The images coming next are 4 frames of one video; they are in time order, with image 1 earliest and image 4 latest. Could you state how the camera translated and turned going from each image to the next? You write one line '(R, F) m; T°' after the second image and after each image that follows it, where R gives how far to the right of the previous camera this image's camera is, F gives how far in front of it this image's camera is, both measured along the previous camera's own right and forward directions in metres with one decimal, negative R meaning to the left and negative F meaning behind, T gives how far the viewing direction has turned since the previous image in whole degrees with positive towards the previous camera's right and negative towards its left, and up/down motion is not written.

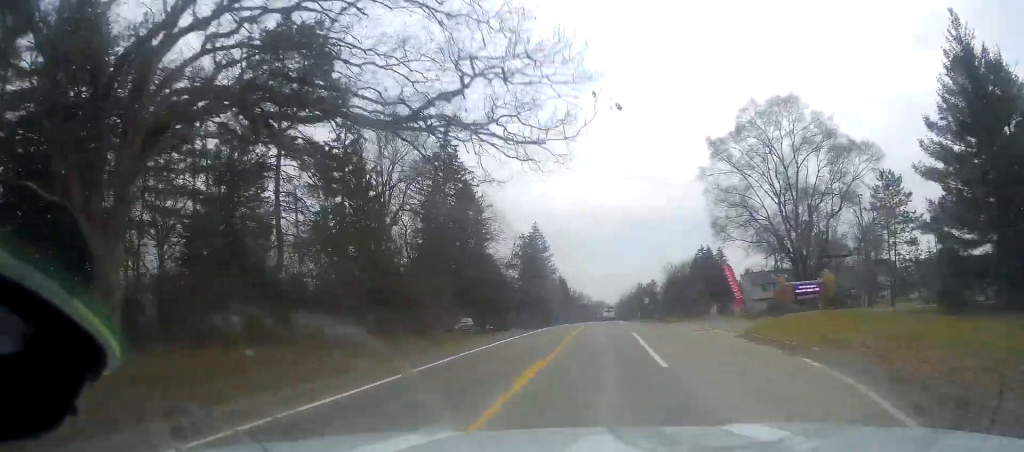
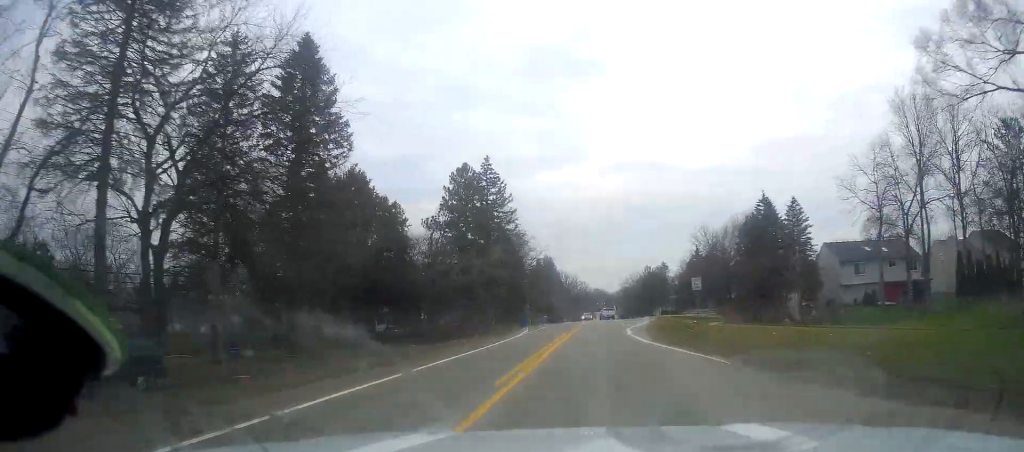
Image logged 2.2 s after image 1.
(+0.2, +43.7) m; +1°
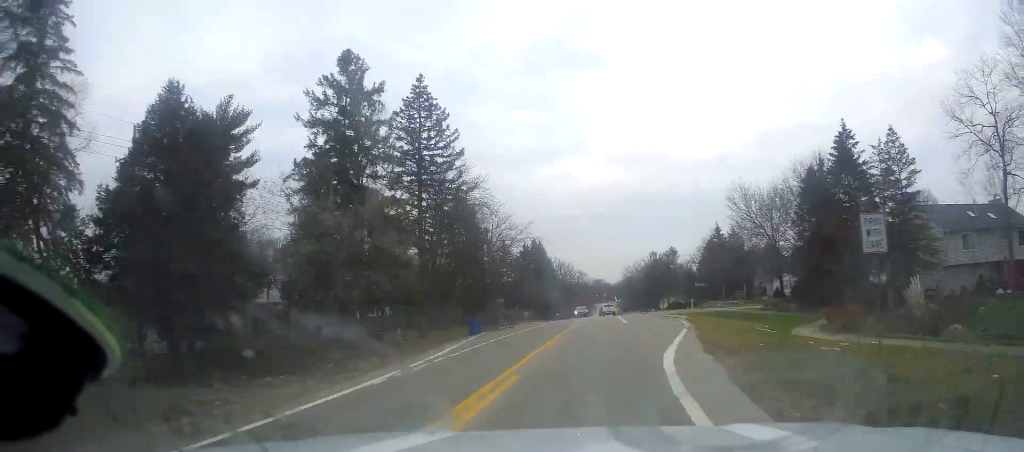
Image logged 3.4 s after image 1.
(-0.5, +23.2) m; -1°
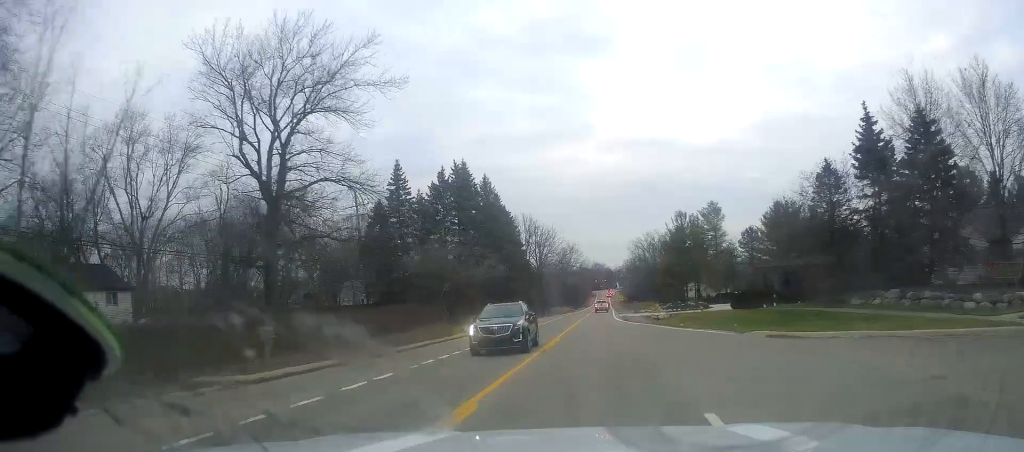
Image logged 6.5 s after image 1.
(+0.7, +60.8) m; +1°
